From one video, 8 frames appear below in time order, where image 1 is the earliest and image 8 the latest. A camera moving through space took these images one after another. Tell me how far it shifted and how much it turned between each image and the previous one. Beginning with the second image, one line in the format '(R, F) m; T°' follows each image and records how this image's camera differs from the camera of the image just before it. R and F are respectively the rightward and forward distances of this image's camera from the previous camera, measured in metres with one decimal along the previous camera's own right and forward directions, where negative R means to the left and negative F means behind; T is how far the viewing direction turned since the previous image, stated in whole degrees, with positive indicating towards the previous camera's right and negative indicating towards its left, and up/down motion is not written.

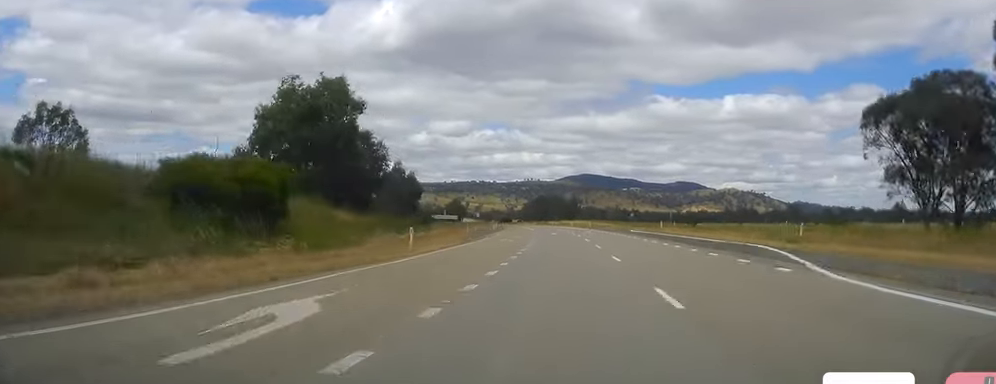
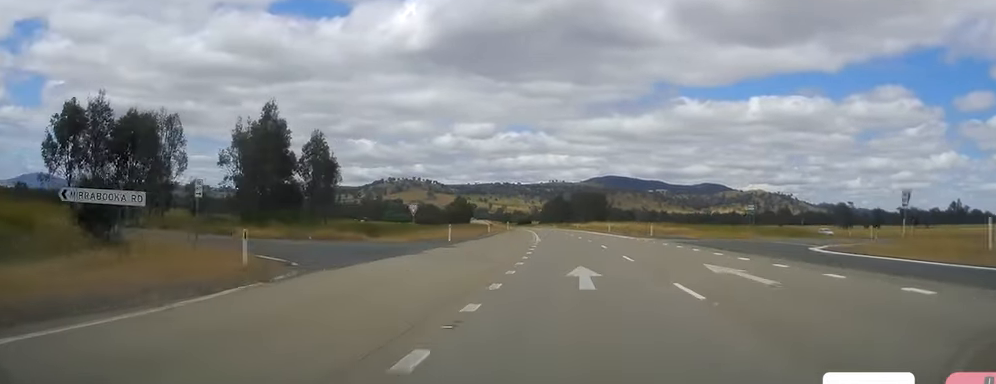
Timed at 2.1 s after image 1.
(-2.0, +59.7) m; -2°
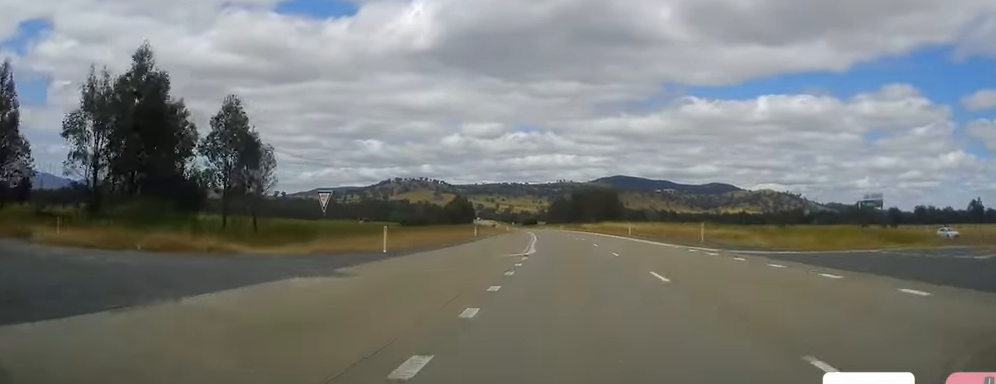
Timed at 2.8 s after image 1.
(+0.1, +20.2) m; 0°
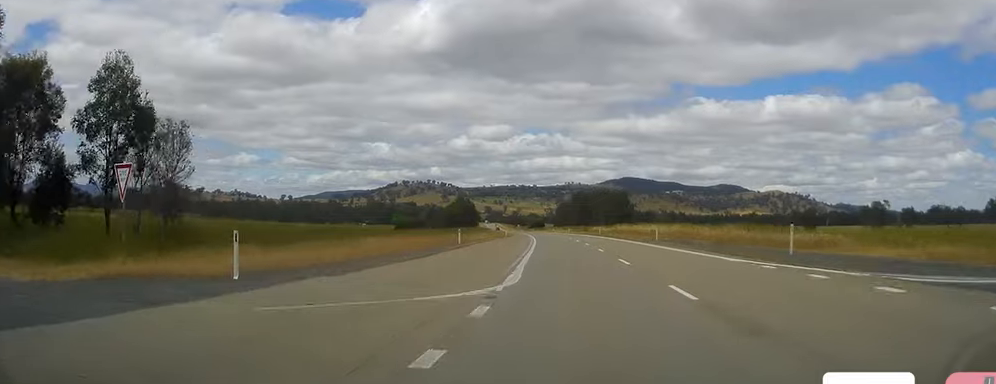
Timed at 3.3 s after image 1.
(-0.1, +15.4) m; -1°
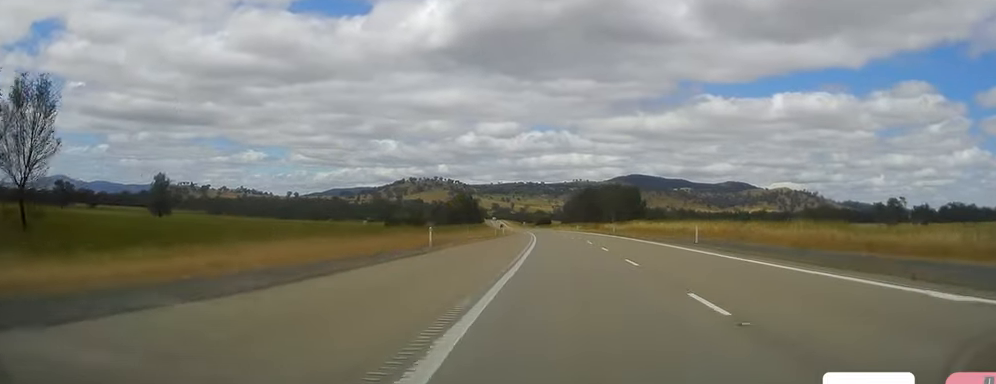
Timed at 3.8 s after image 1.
(-0.1, +14.4) m; -1°
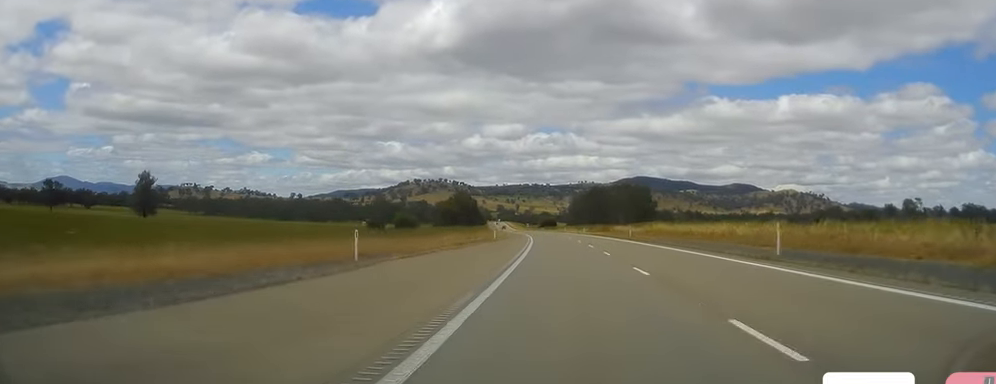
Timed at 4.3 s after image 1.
(-0.3, +15.4) m; -1°
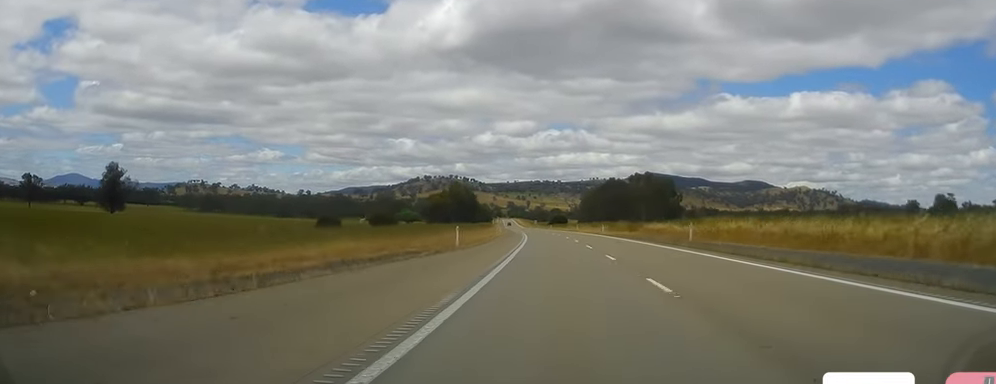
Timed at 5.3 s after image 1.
(-0.4, +28.9) m; 0°
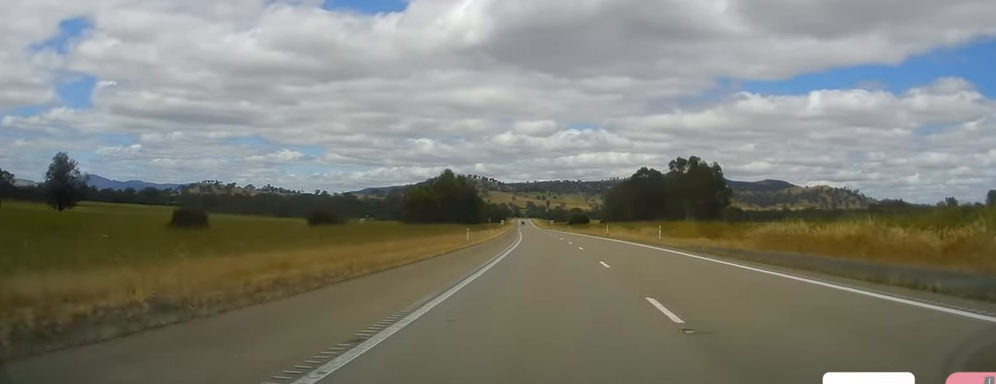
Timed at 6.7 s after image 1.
(+0.5, +39.5) m; -1°
